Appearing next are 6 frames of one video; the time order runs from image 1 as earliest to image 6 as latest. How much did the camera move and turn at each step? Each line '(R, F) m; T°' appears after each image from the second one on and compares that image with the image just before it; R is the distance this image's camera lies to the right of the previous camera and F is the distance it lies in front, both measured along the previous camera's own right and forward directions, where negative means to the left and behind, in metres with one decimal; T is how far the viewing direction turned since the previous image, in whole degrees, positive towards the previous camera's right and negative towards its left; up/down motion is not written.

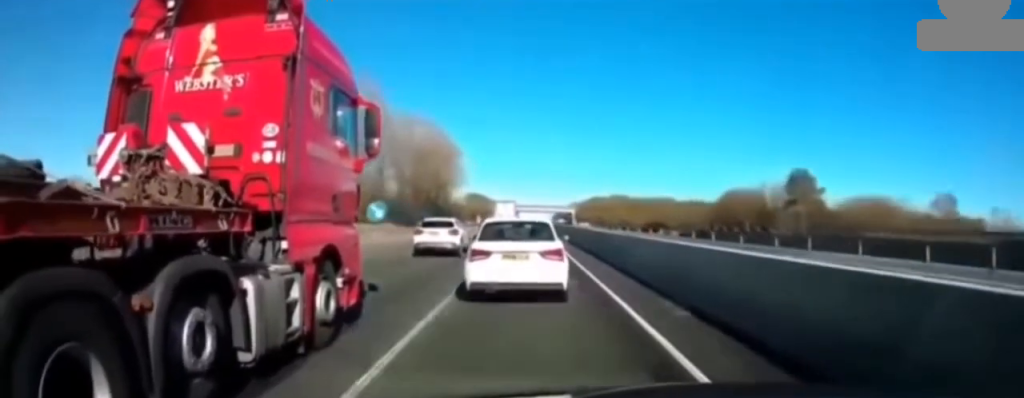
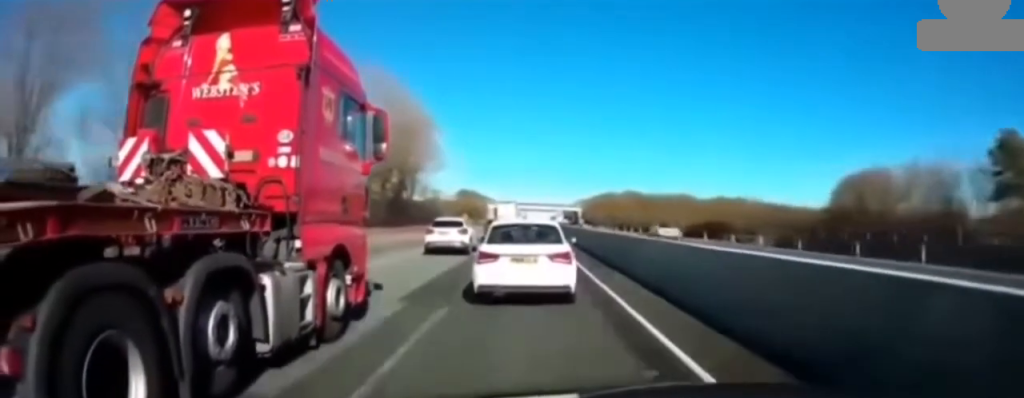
(-0.2, +32.8) m; 0°
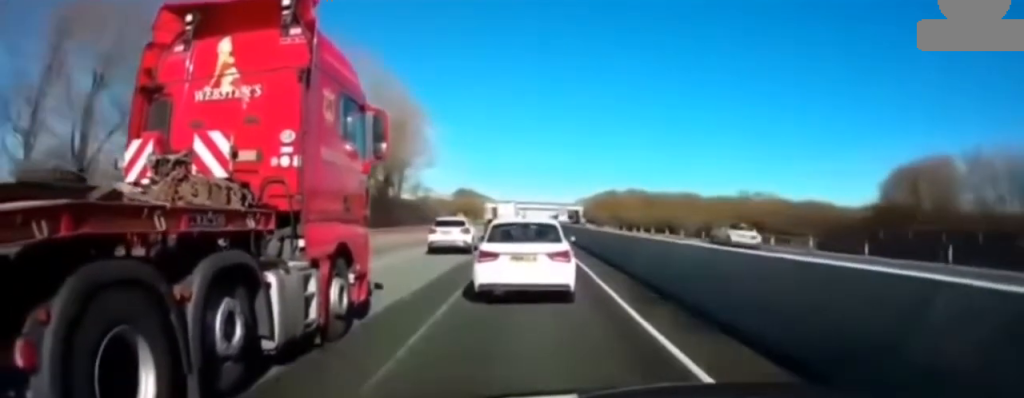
(+0.1, +9.0) m; 0°
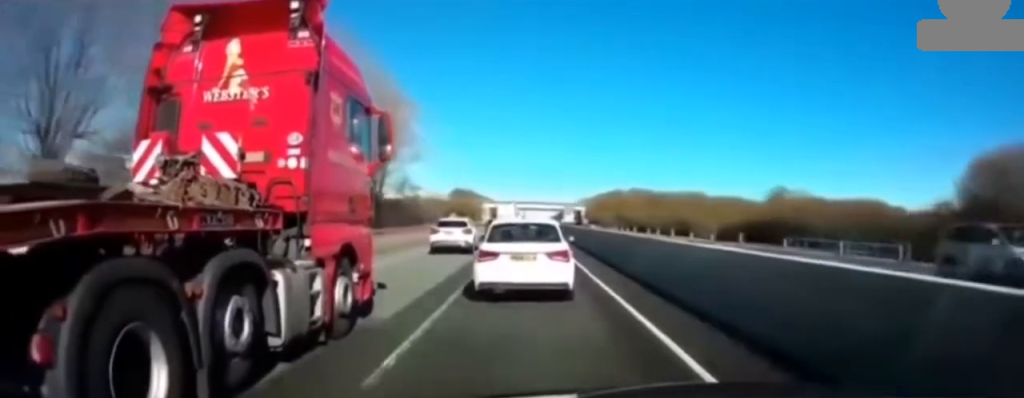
(+0.1, +9.8) m; 0°
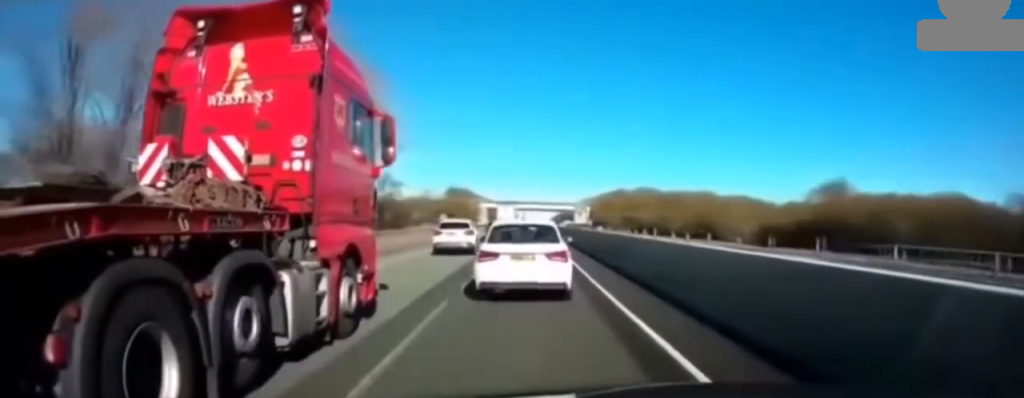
(-0.1, +11.5) m; 0°
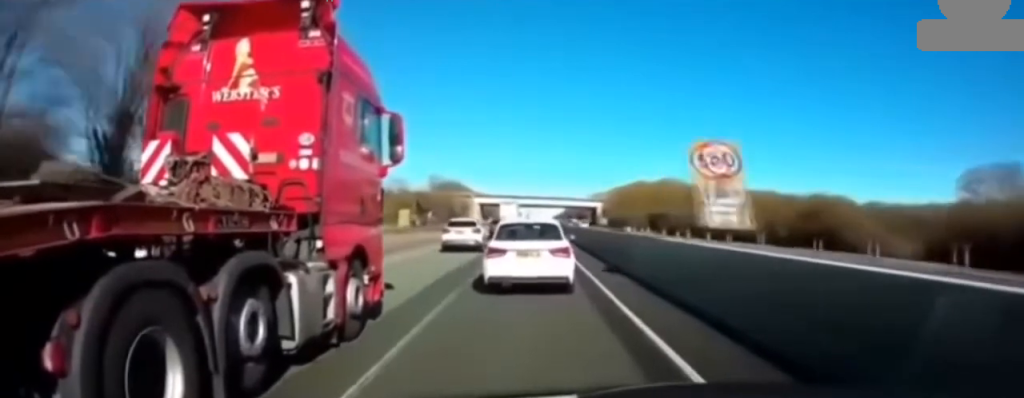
(-0.1, +29.6) m; 0°
